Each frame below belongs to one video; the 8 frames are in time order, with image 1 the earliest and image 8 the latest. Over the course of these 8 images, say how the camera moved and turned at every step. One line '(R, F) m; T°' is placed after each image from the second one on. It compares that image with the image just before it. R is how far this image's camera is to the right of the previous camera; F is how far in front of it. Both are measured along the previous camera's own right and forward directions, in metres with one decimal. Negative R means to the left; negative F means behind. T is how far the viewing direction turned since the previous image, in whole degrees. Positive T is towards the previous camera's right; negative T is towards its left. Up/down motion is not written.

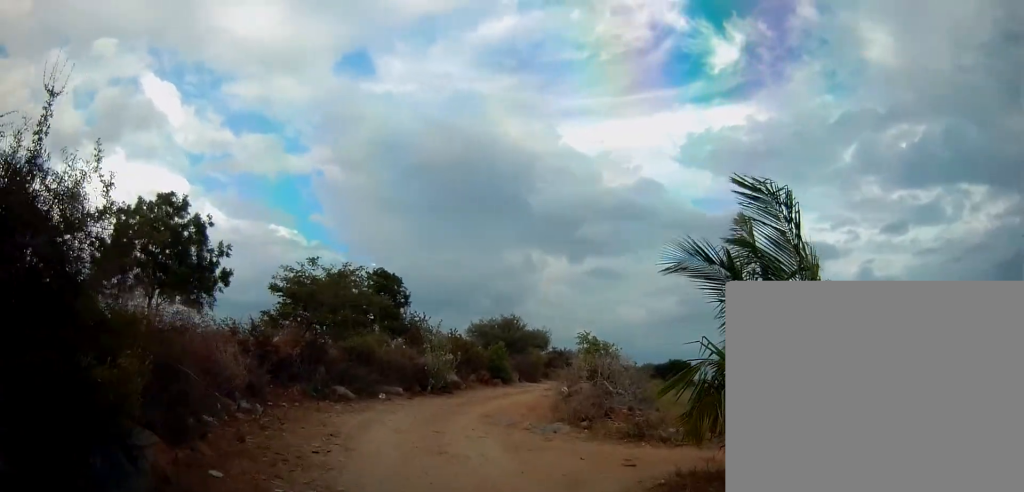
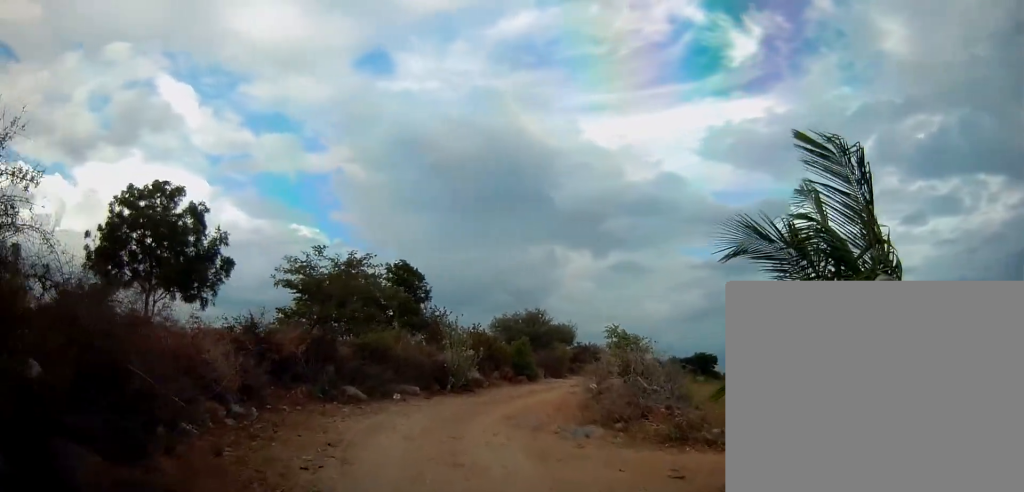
(0.0, +1.3) m; -1°
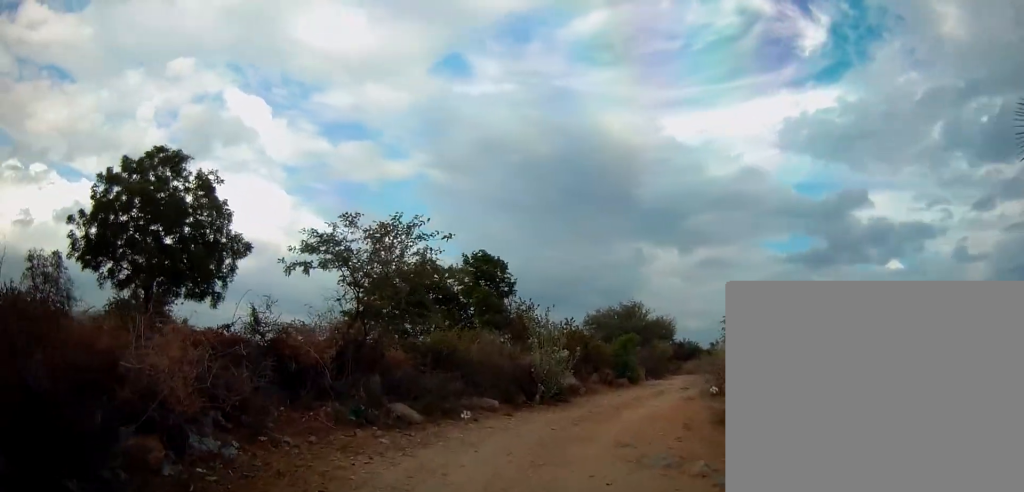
(-0.3, +3.9) m; -10°
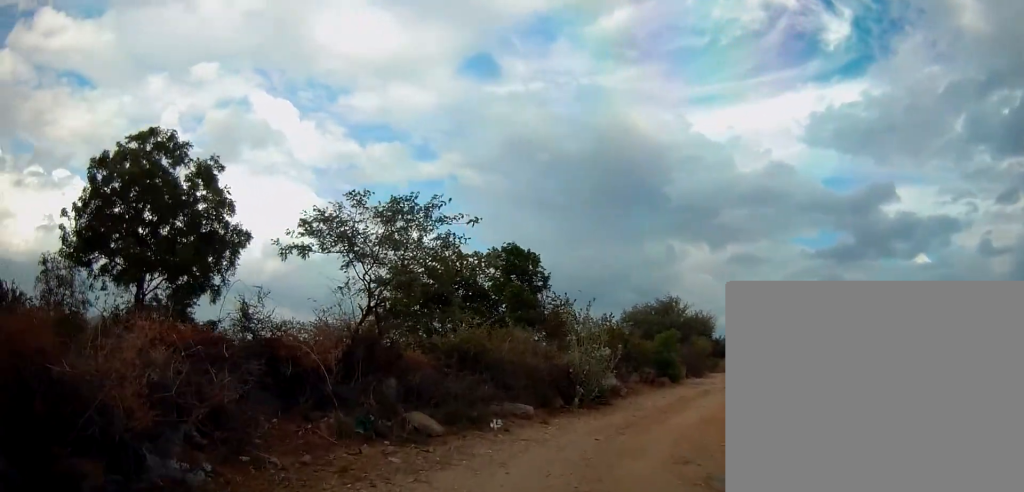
(-0.2, +1.5) m; -3°
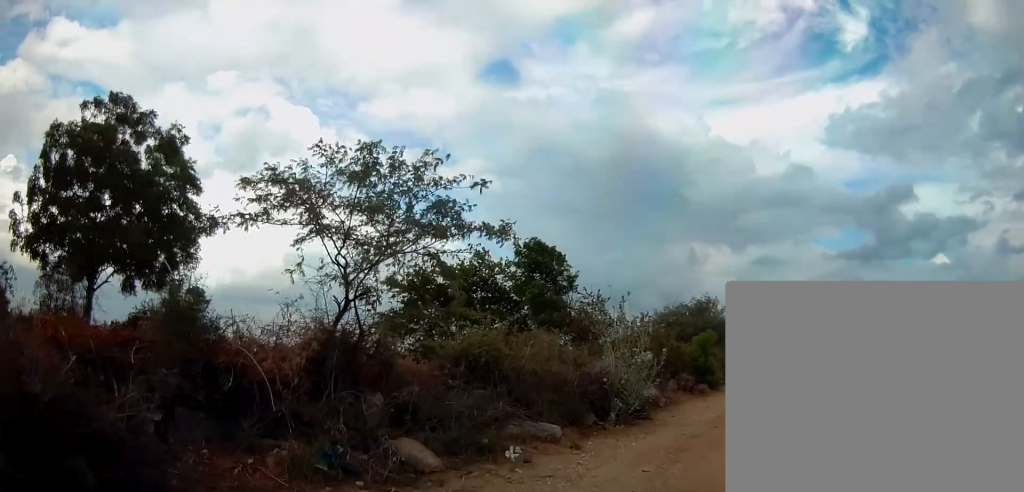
(+0.1, +2.4) m; +7°
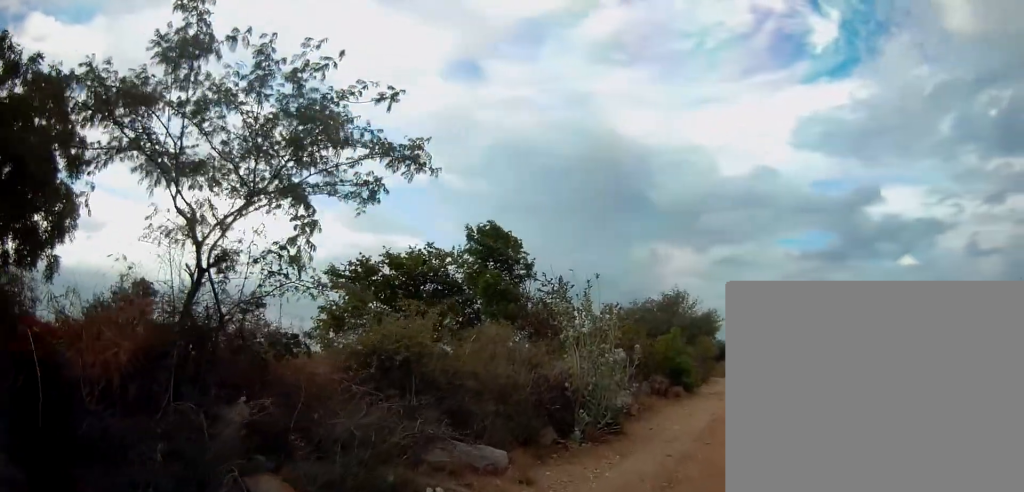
(+0.2, +2.4) m; +3°
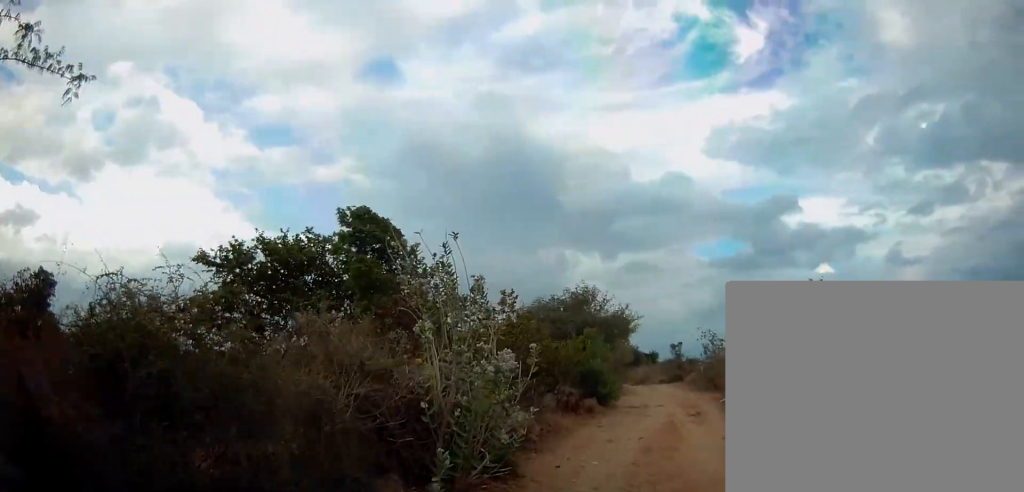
(-0.1, +3.2) m; +12°
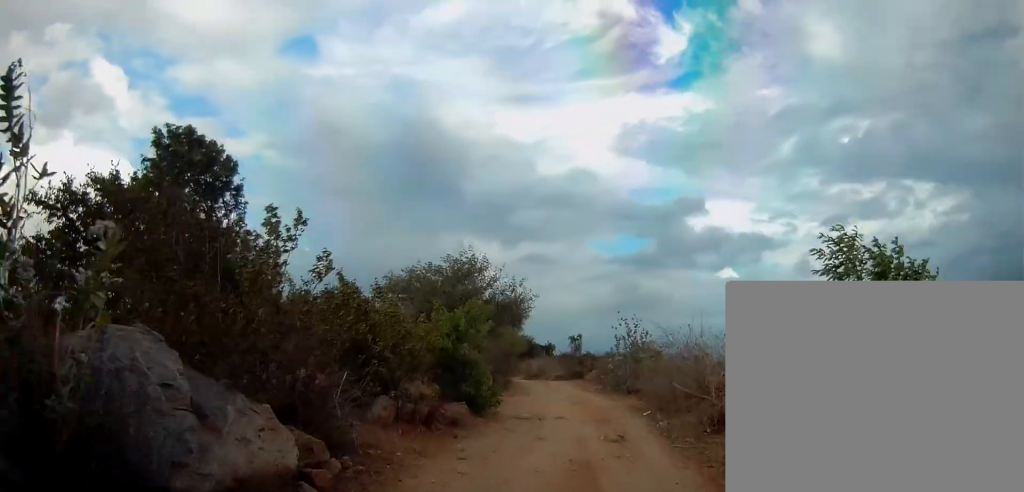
(+0.7, +4.5) m; +8°
